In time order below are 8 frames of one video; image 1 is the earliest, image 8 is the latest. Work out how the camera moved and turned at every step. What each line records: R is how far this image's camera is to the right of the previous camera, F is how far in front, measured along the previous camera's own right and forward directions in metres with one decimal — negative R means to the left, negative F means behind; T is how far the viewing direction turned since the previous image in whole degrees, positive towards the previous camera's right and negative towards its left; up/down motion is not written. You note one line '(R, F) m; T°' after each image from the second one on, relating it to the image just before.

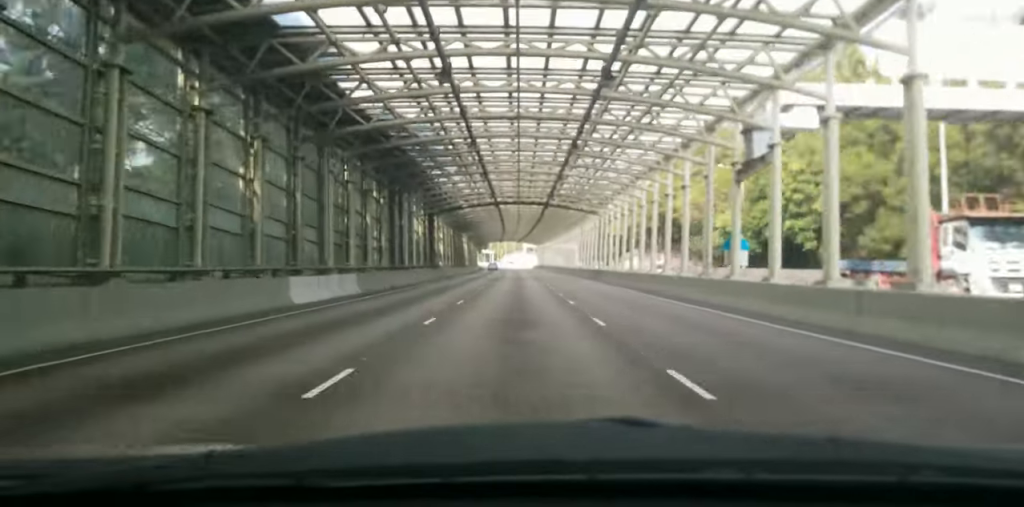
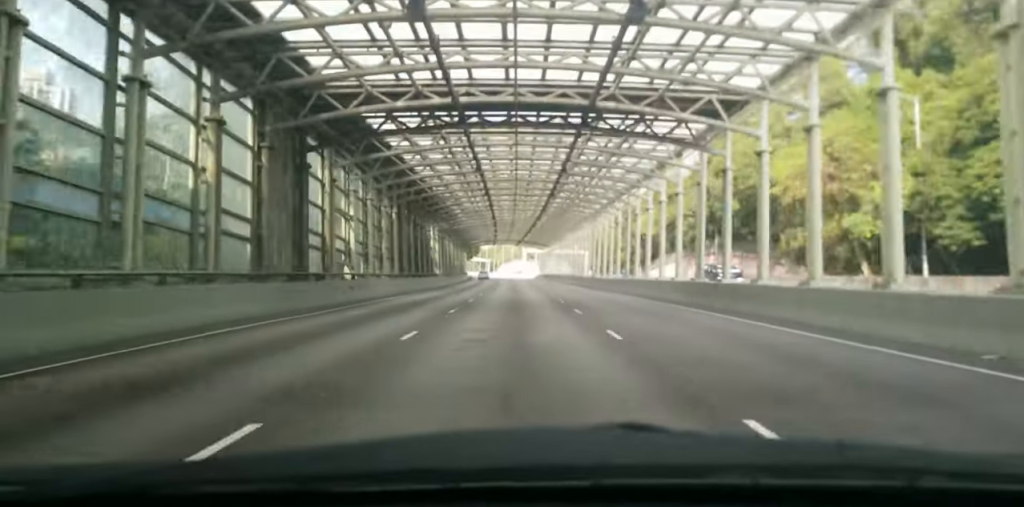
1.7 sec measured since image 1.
(+0.3, +39.5) m; +1°
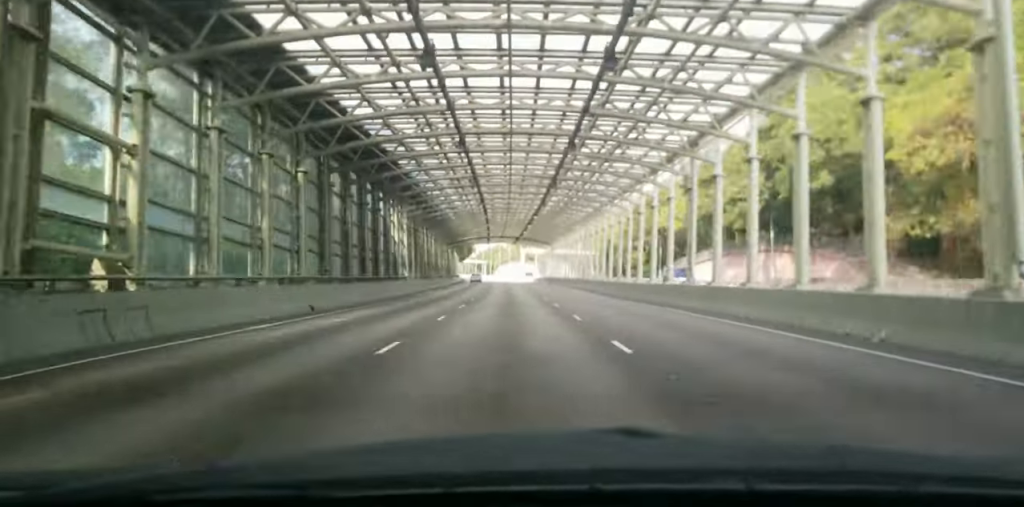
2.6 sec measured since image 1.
(-0.1, +20.2) m; -1°
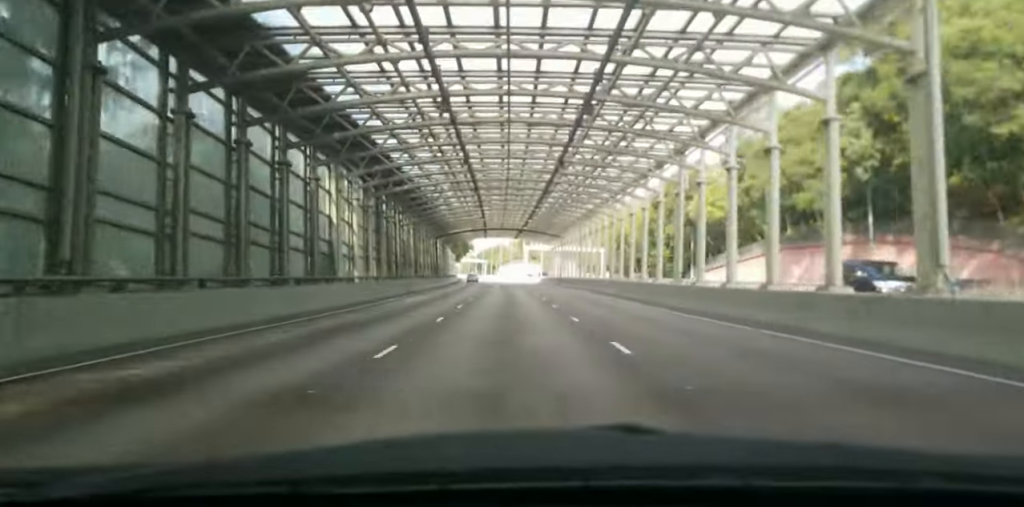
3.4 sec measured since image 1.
(-0.2, +18.3) m; -1°
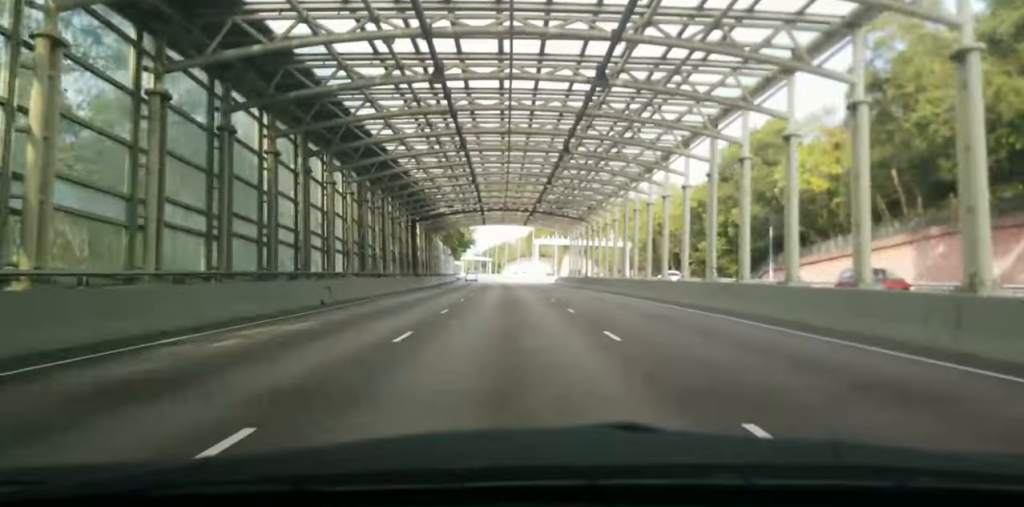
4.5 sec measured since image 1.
(-0.1, +25.5) m; 0°
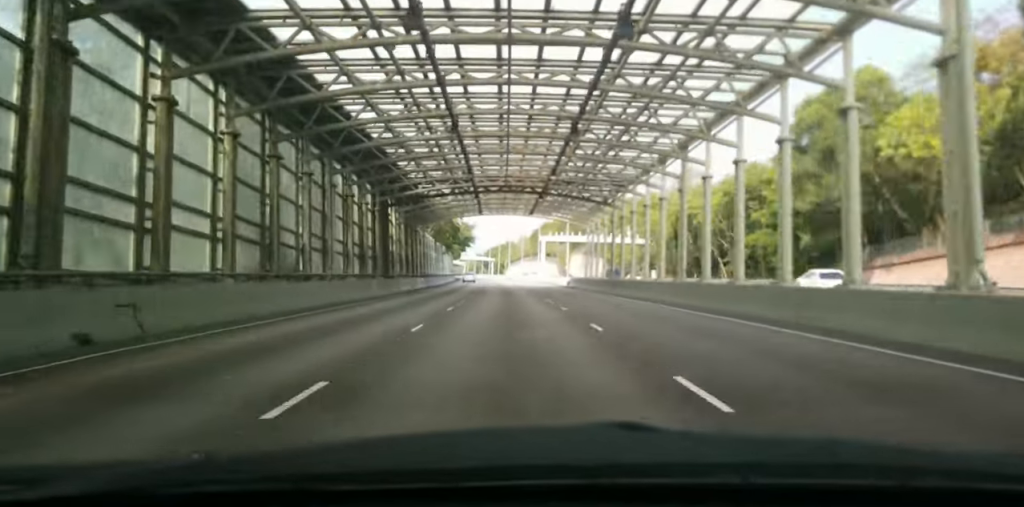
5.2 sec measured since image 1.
(0.0, +16.3) m; 0°
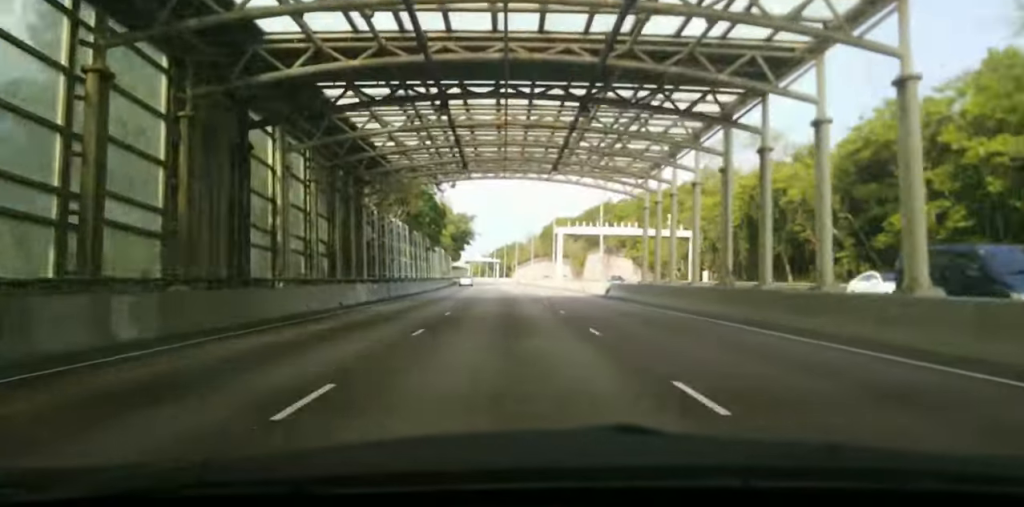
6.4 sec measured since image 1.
(0.0, +26.9) m; -1°
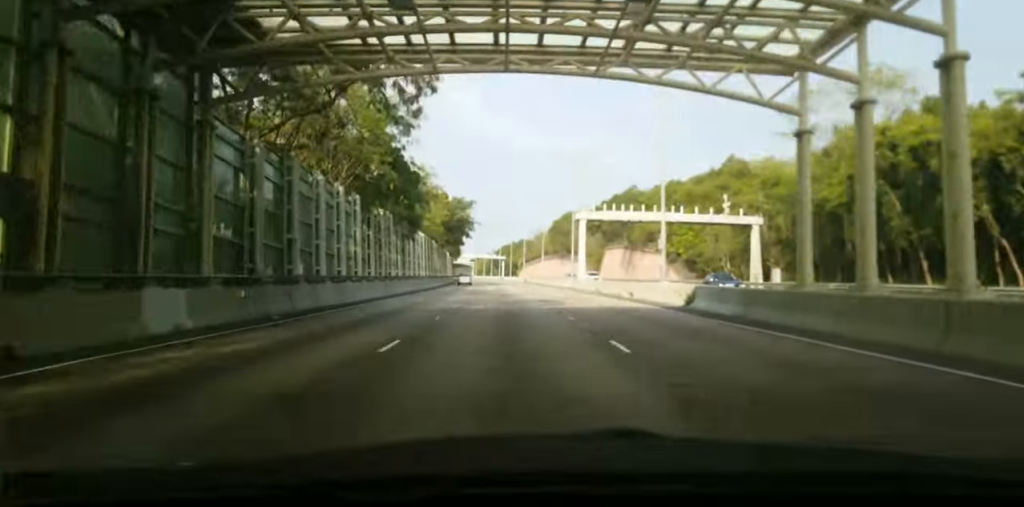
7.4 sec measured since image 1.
(-0.3, +21.2) m; -2°
